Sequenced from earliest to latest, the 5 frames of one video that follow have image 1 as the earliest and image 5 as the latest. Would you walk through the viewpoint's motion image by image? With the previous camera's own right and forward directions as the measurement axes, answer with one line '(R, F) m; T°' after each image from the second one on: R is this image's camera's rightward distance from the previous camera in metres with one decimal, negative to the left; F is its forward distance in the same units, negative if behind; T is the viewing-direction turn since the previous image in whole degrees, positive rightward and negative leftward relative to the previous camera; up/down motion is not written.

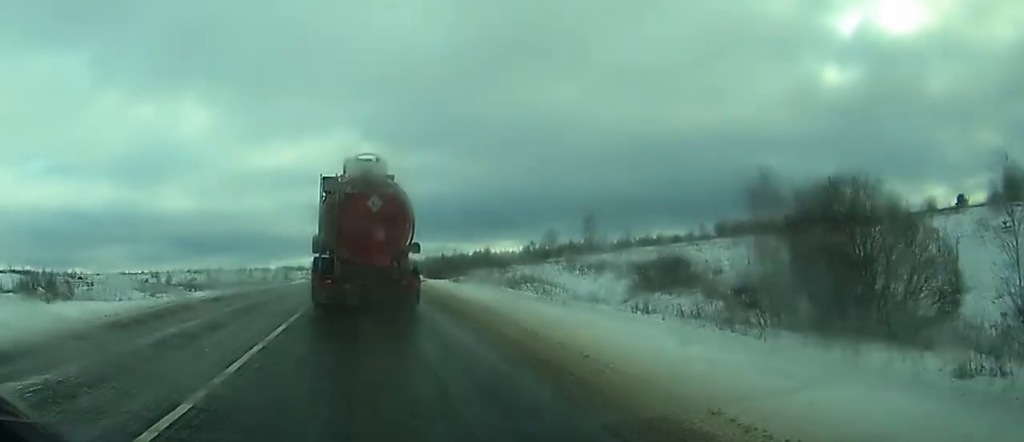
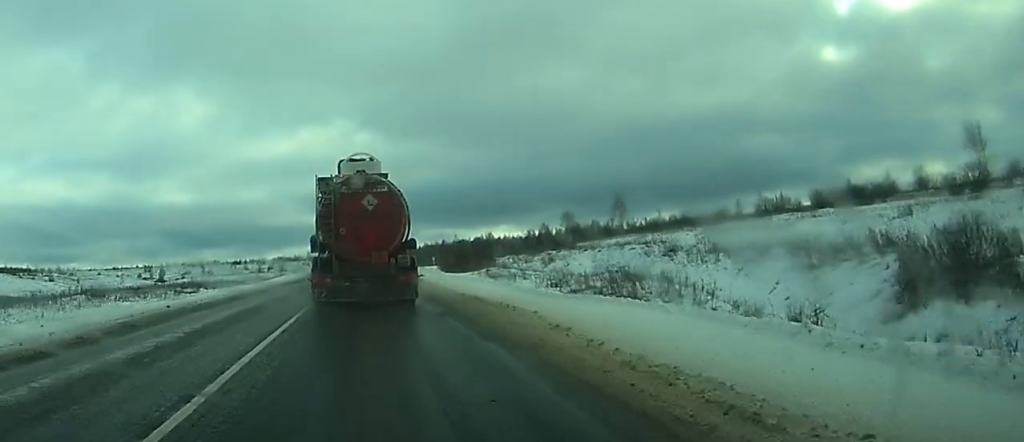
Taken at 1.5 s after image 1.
(+0.1, +27.3) m; 0°
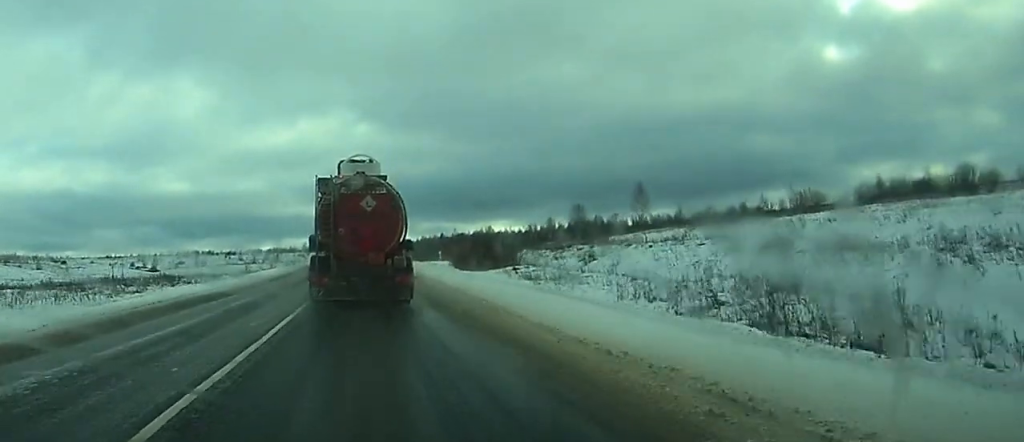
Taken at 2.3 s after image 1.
(+0.1, +15.9) m; 0°
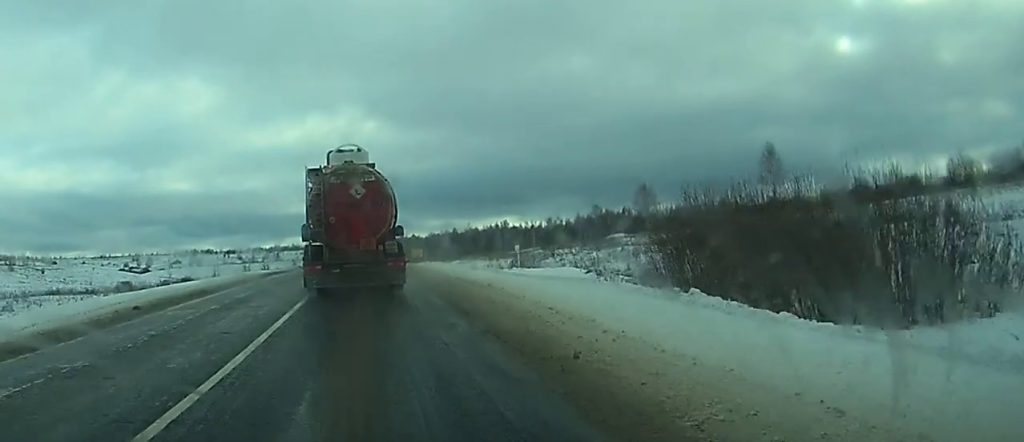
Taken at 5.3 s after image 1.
(-0.5, +52.9) m; -1°
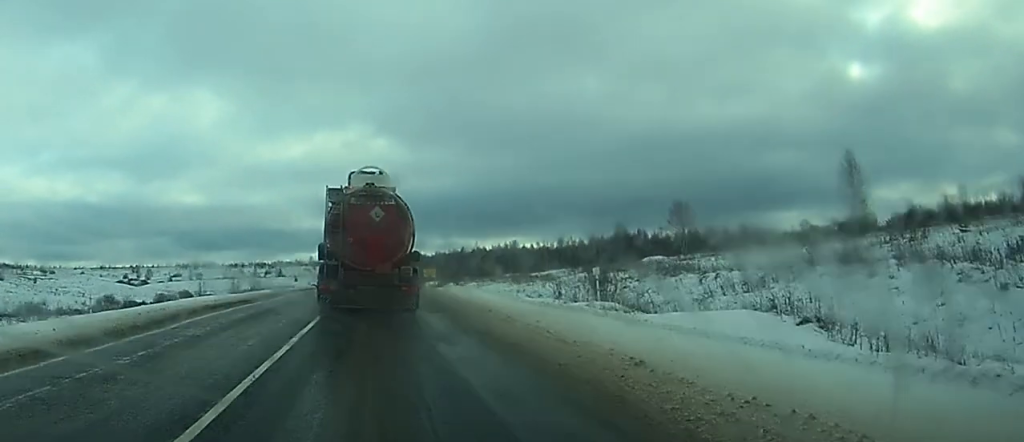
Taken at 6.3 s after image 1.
(0.0, +18.3) m; 0°
